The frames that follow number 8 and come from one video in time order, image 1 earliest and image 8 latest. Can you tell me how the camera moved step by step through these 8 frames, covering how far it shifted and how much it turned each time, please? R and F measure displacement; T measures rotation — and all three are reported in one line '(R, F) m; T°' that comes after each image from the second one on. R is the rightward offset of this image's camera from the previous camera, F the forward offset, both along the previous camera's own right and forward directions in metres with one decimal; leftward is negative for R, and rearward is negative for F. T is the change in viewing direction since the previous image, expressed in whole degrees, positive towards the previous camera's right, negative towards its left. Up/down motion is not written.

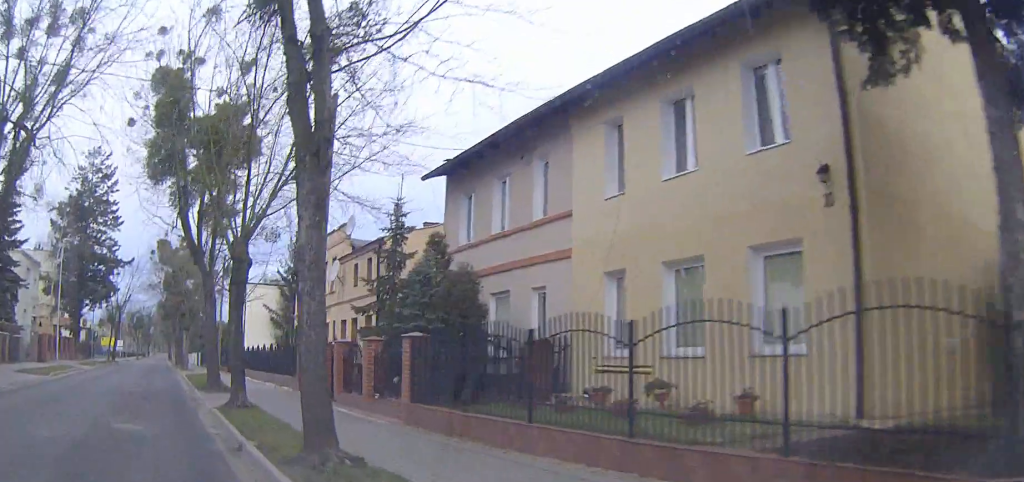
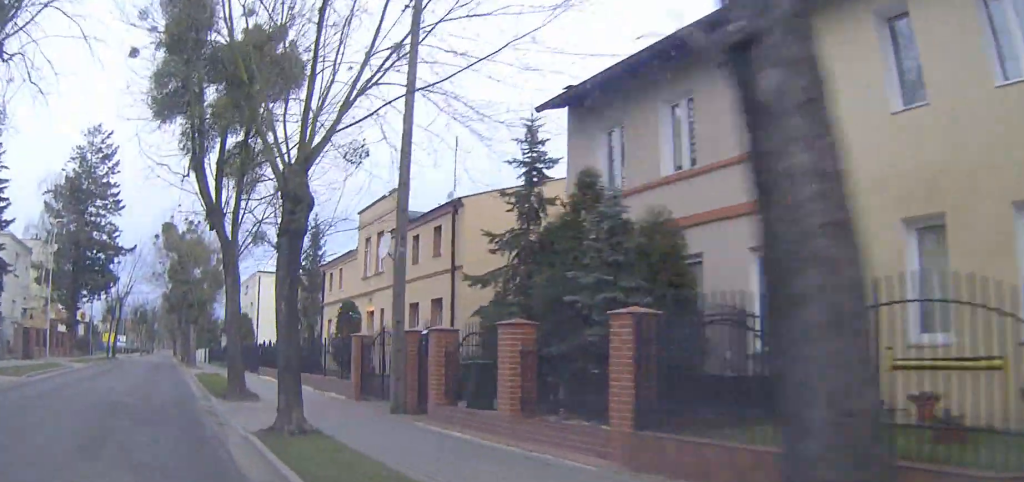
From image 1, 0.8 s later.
(0.0, +6.3) m; 0°
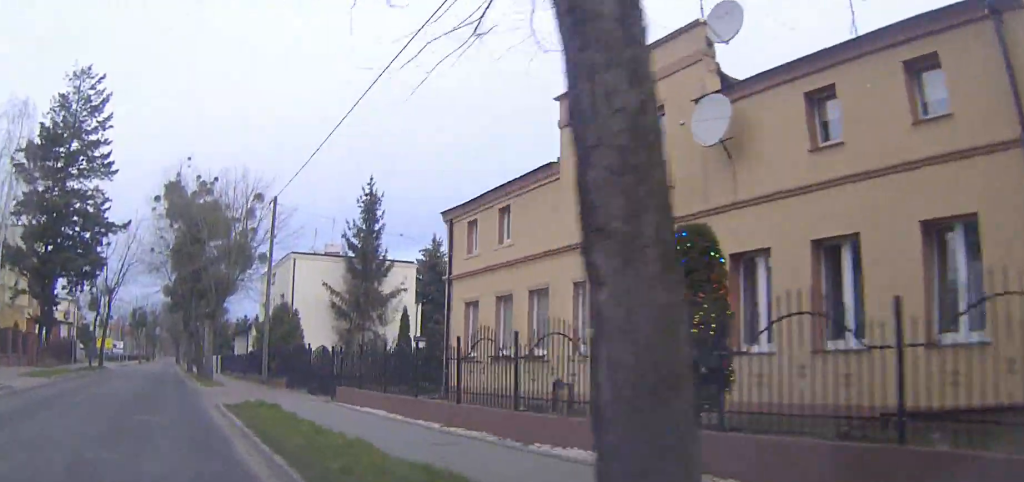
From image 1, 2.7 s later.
(+0.6, +15.5) m; +3°
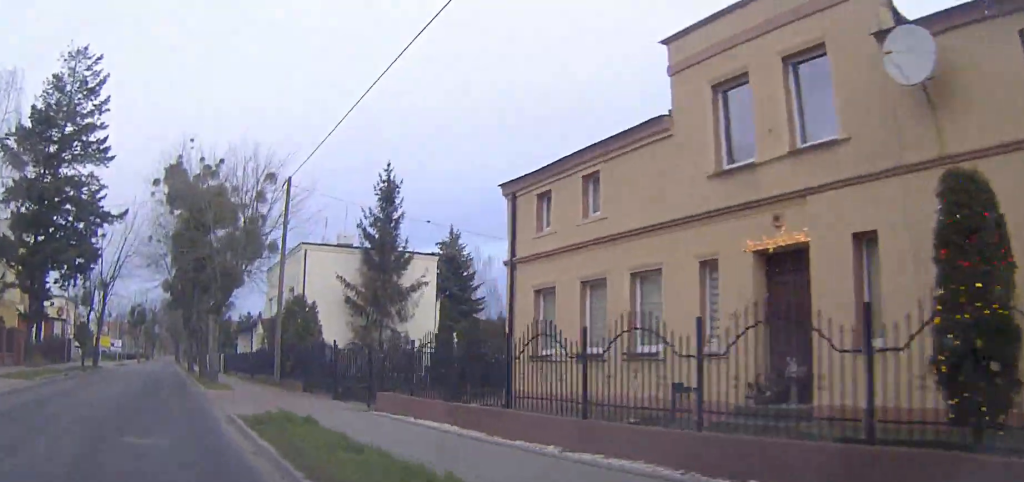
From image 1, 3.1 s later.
(0.0, +3.8) m; -1°
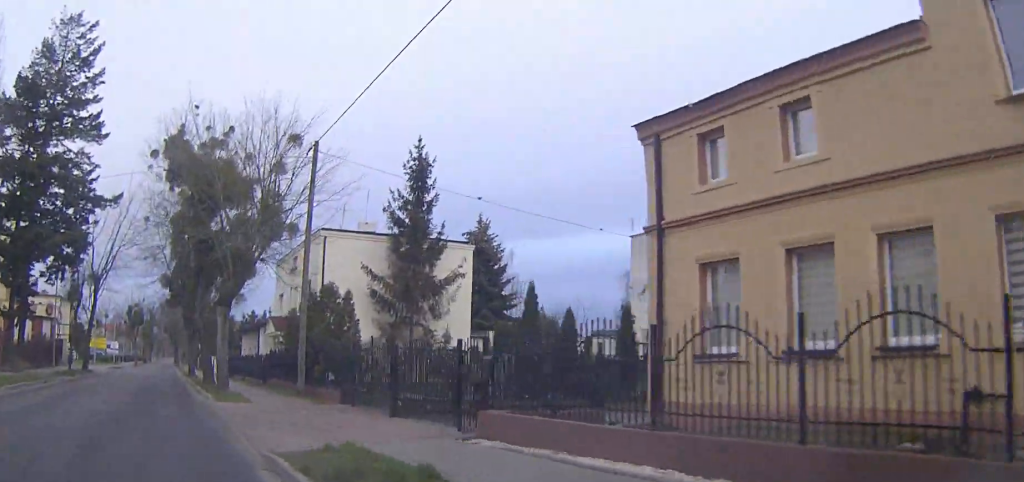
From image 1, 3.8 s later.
(-0.1, +5.5) m; -2°
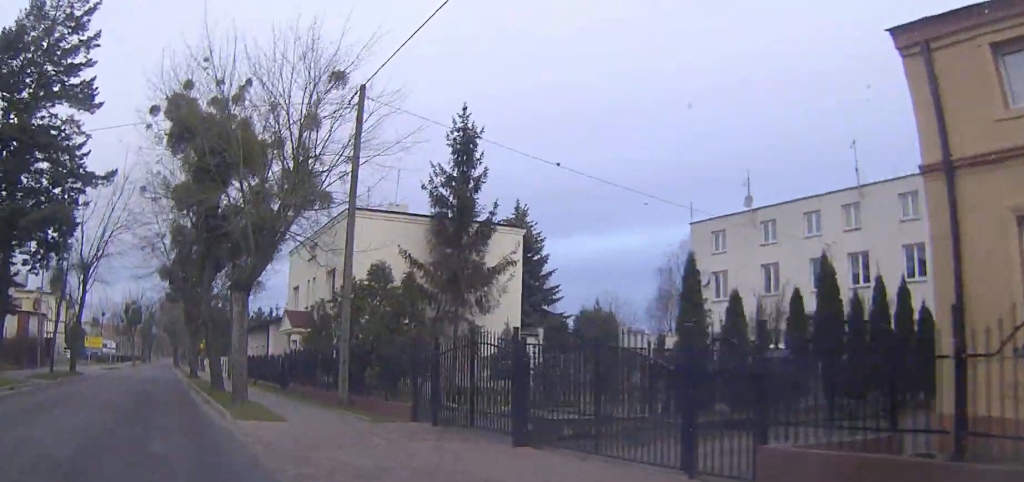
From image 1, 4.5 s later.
(-0.1, +5.9) m; -2°
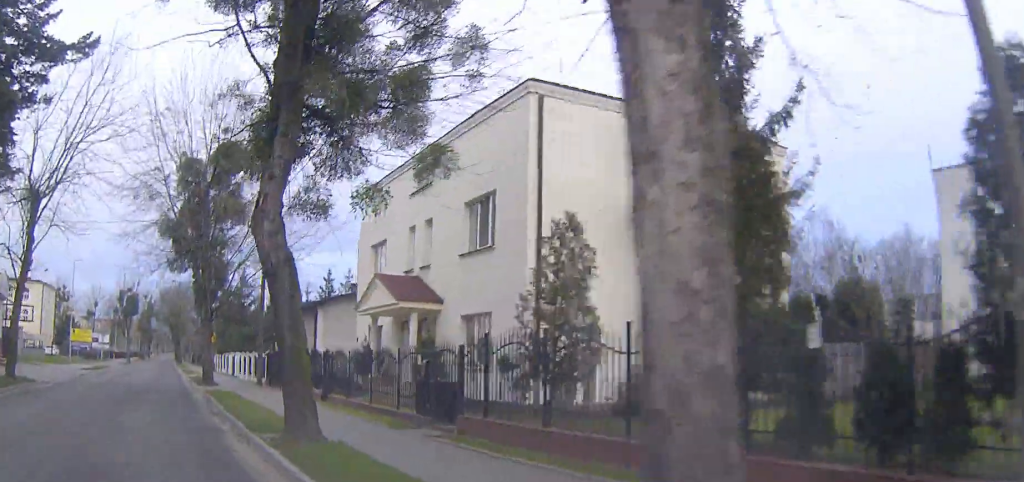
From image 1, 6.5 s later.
(+0.2, +16.5) m; +2°
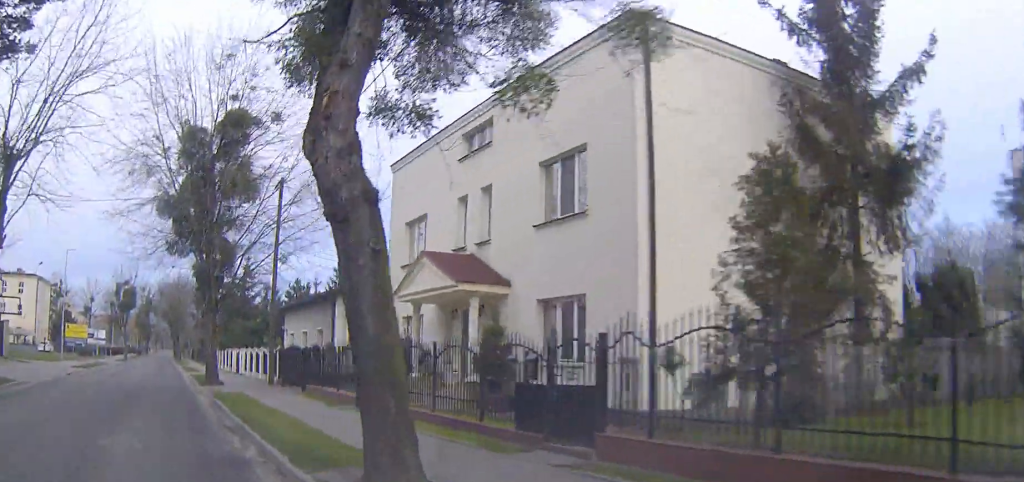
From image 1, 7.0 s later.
(0.0, +4.2) m; 0°
